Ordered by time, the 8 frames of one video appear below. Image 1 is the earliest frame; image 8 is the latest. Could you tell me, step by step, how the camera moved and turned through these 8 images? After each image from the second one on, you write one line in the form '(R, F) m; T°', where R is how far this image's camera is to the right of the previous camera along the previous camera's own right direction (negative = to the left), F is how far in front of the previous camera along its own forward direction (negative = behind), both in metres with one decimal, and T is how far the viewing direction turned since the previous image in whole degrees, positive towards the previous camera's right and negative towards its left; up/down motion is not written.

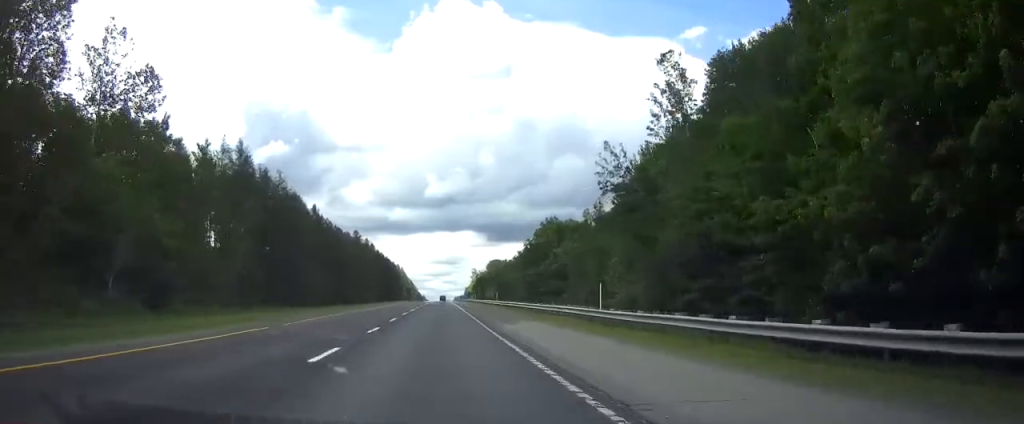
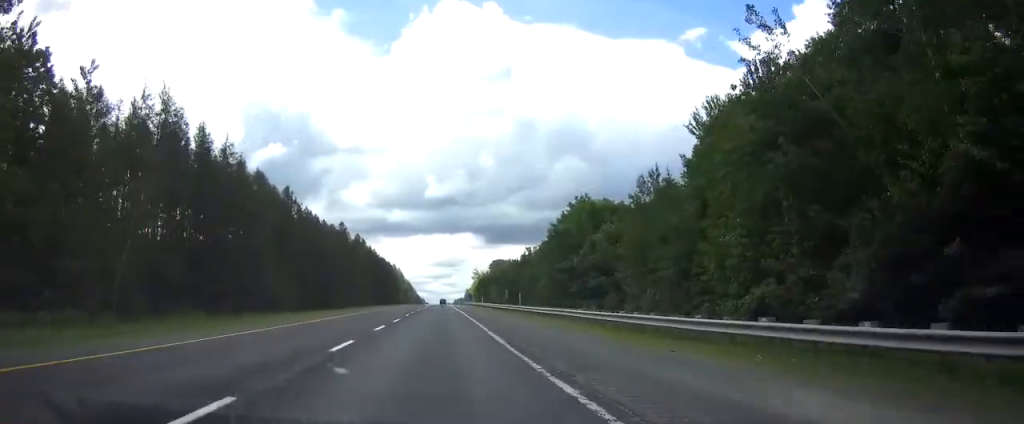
(0.0, +24.4) m; 0°
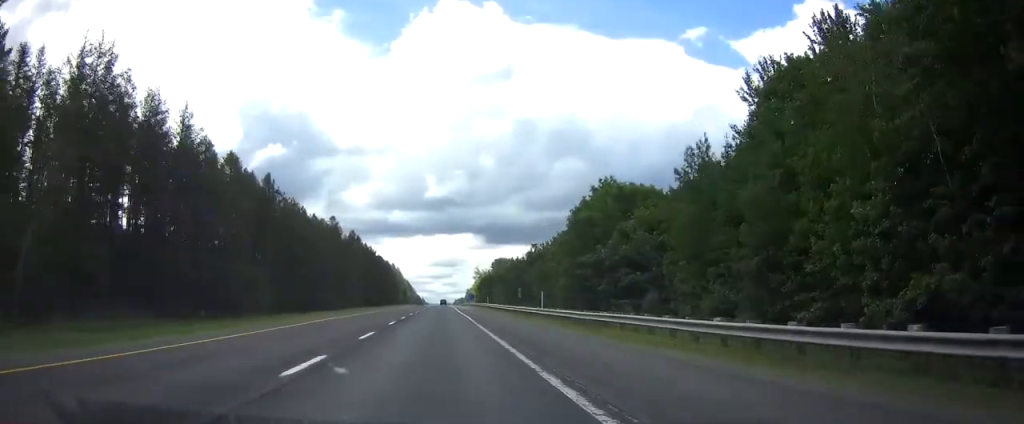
(0.0, +12.7) m; 0°
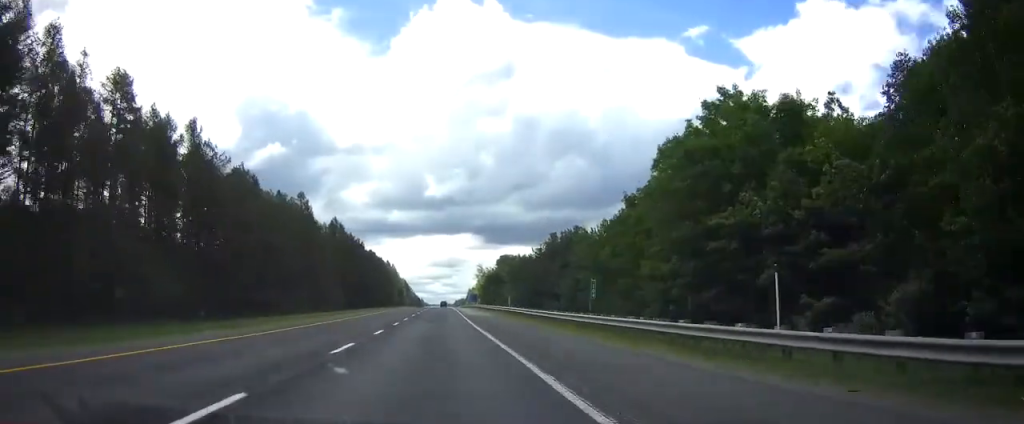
(0.0, +31.8) m; 0°
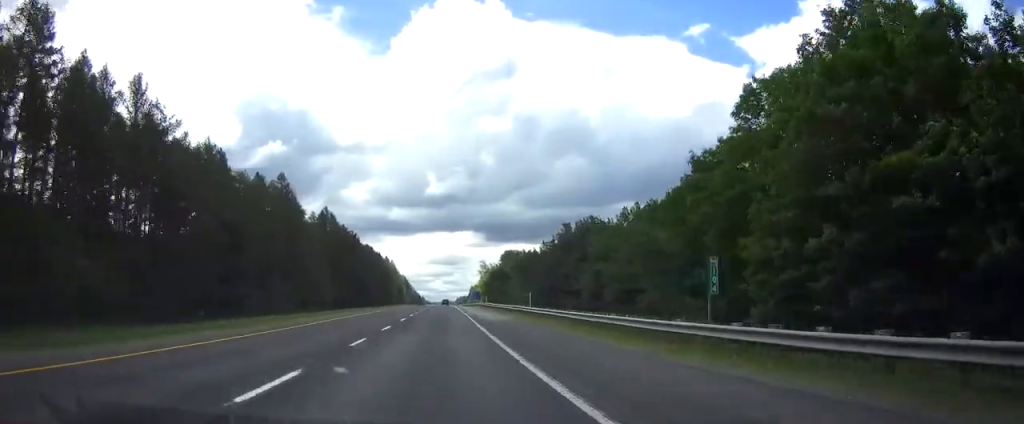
(0.0, +14.9) m; 0°
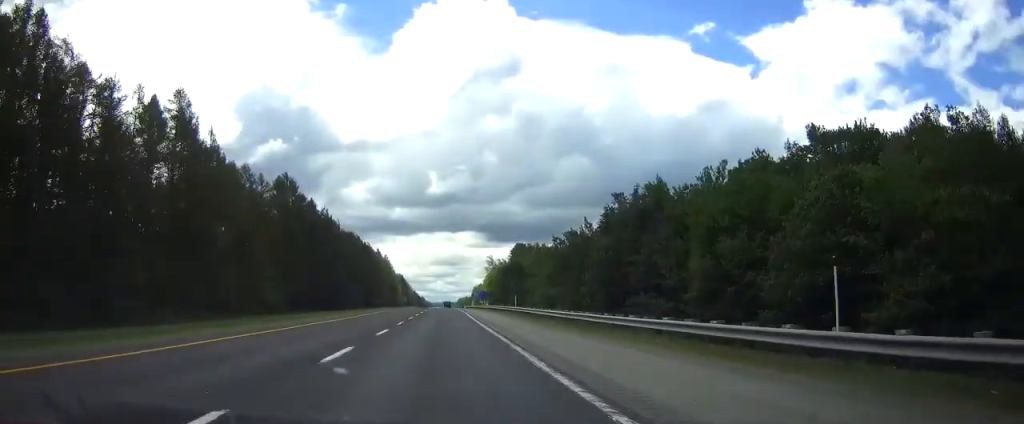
(-0.1, +40.3) m; 0°
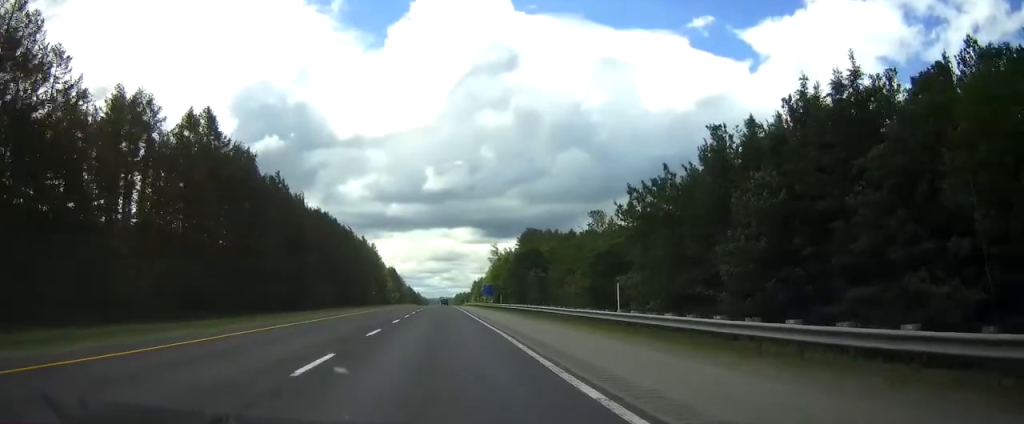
(+0.1, +38.1) m; 0°
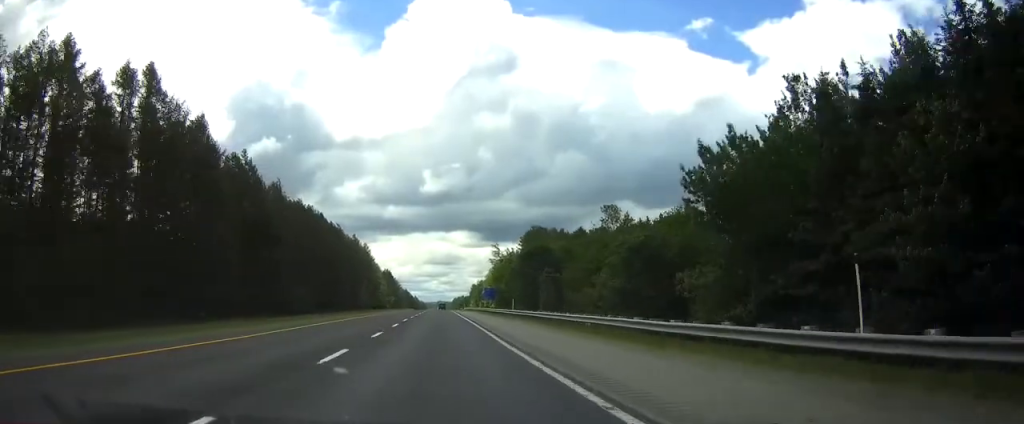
(0.0, +15.9) m; 0°
